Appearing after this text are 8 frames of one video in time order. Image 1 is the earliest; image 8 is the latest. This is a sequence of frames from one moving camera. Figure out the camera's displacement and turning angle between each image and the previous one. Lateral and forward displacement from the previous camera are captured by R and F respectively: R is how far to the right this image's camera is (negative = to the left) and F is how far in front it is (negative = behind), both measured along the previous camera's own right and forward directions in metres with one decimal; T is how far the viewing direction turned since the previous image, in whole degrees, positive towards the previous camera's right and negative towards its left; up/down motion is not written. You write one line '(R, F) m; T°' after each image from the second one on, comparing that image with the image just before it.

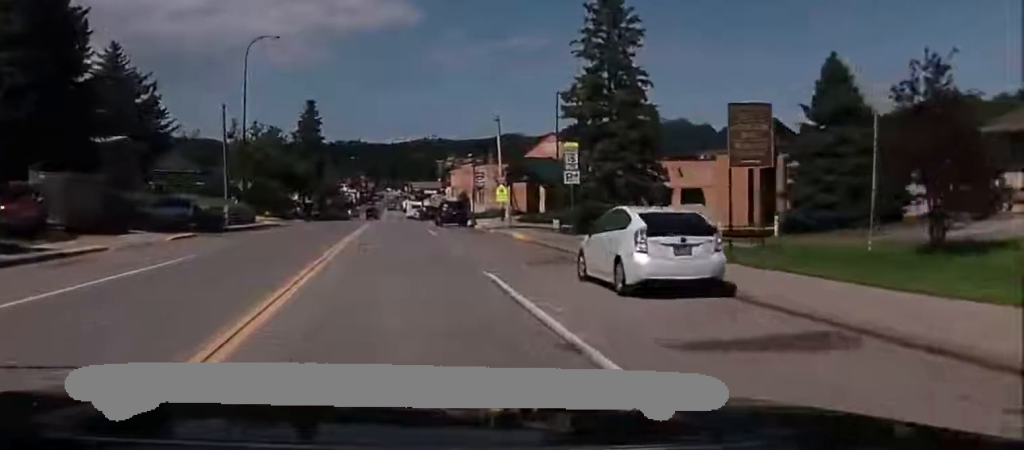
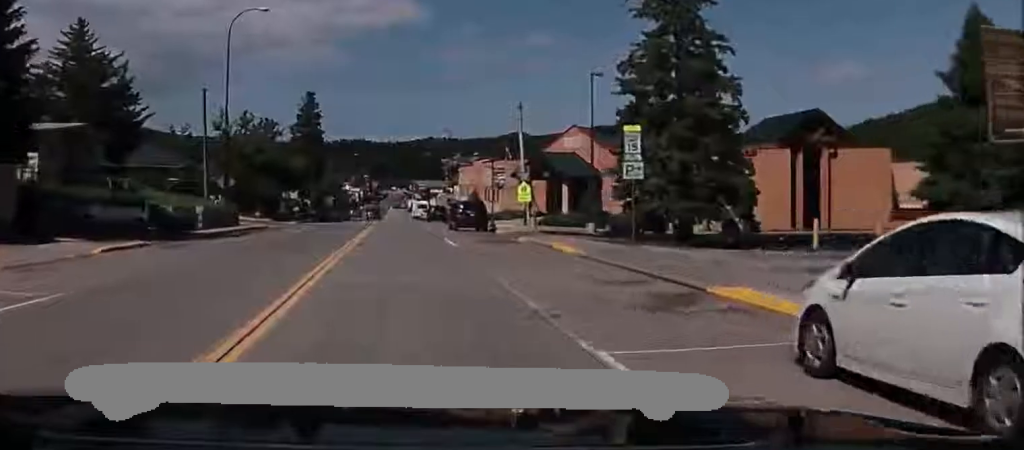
(0.0, +9.7) m; 0°
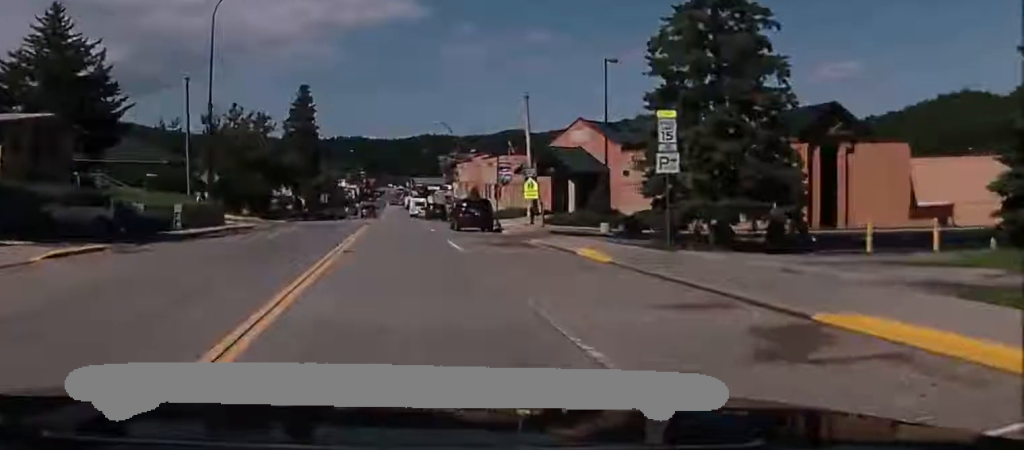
(0.0, +4.4) m; 0°
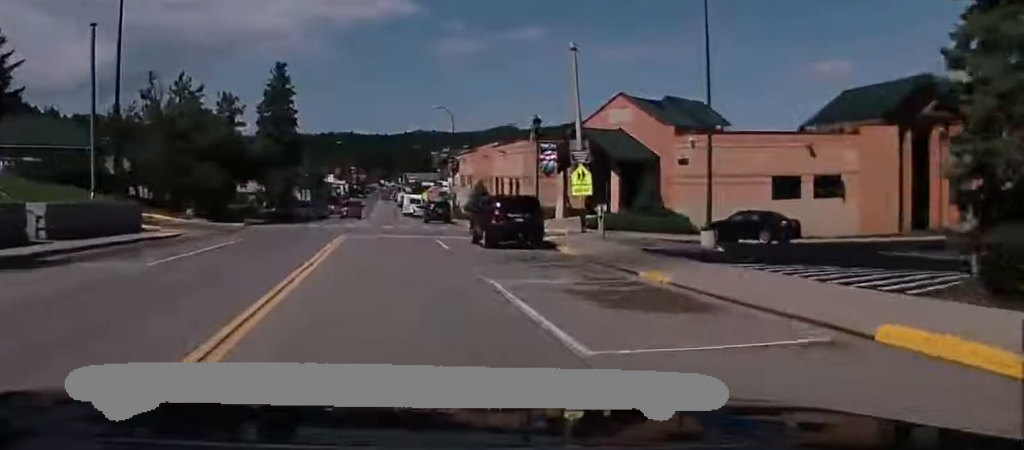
(-0.4, +17.7) m; 0°
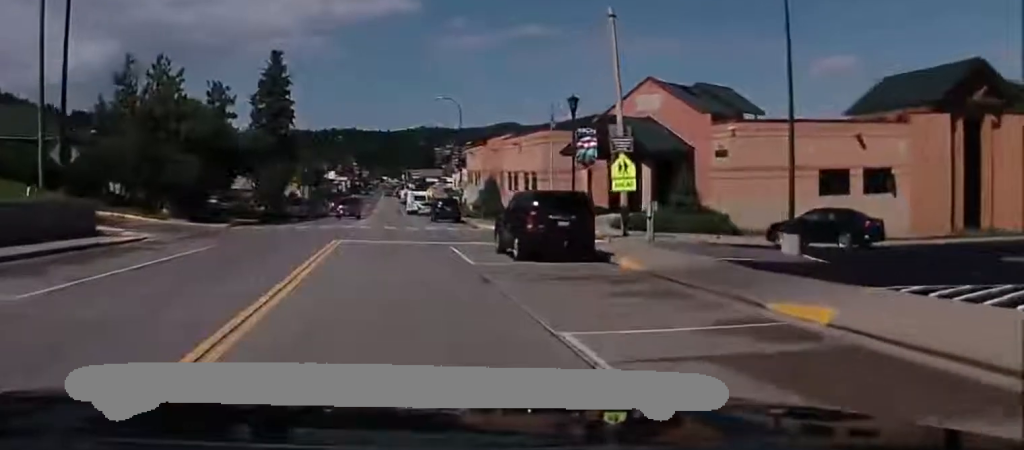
(+0.2, +6.8) m; 0°
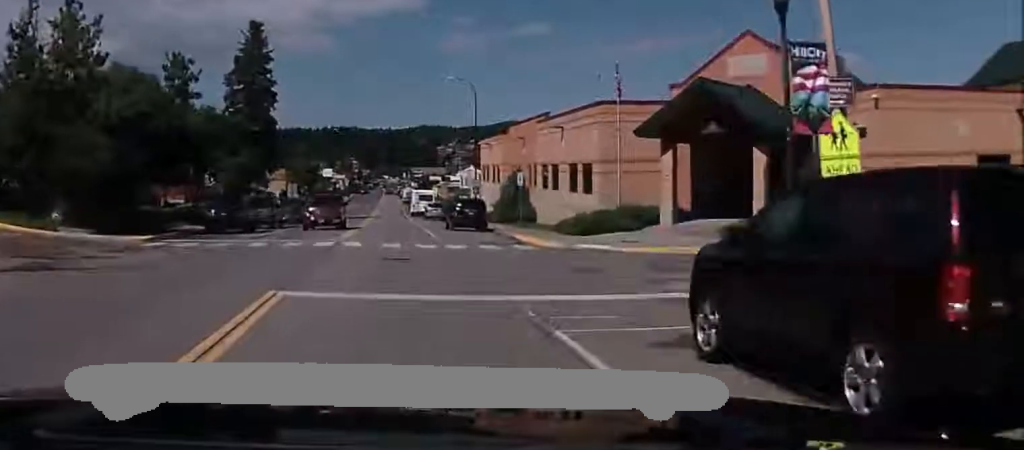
(-0.3, +16.6) m; -2°
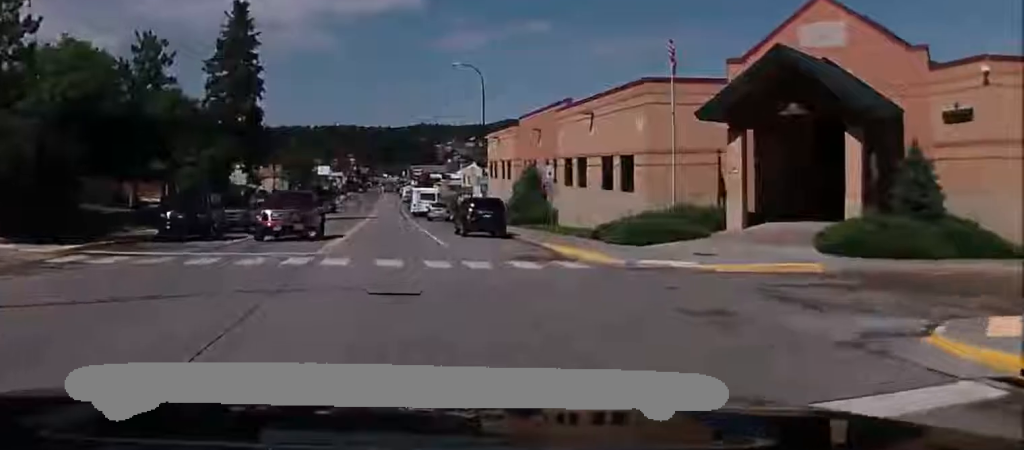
(0.0, +8.1) m; +2°
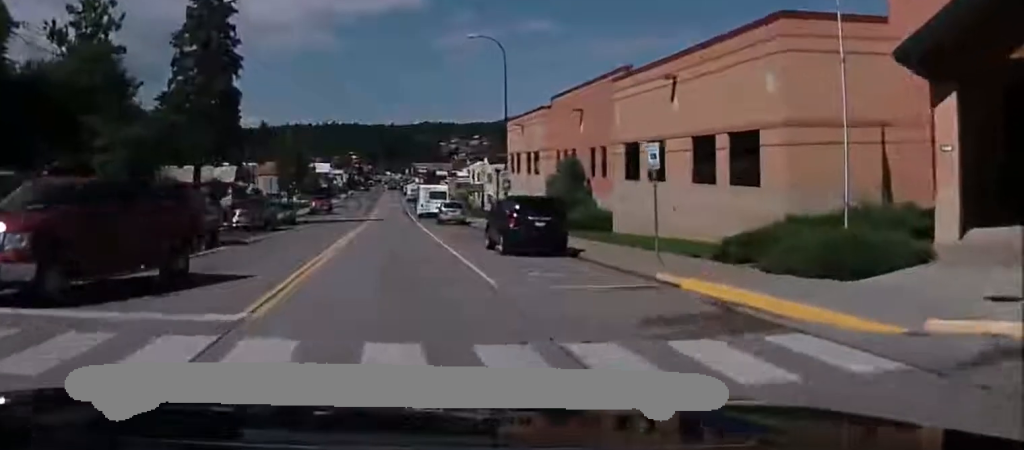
(+0.3, +12.8) m; 0°
